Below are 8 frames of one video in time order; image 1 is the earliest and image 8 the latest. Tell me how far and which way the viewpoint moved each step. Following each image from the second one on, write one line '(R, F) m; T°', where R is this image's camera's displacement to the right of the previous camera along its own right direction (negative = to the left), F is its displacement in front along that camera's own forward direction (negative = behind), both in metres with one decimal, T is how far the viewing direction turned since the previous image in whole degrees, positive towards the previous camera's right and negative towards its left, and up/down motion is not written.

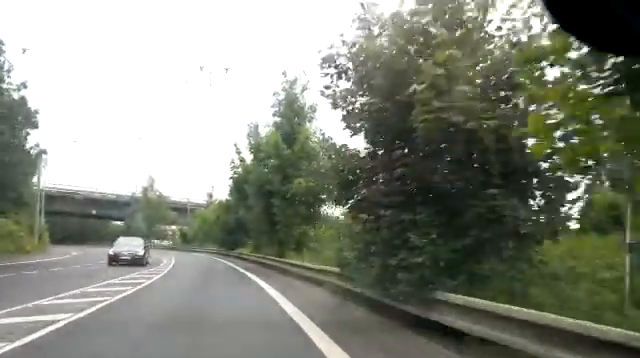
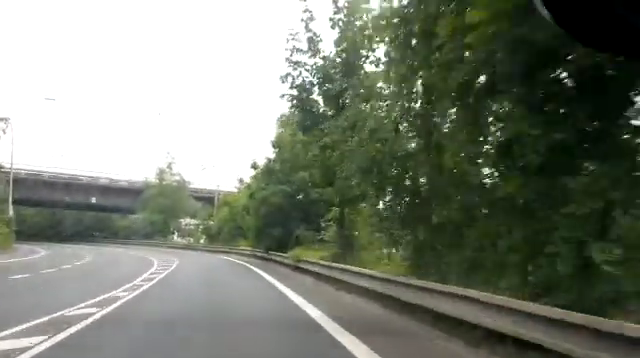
(-0.5, +18.7) m; -5°
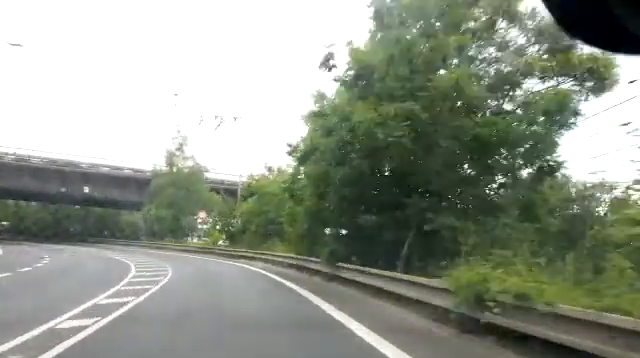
(-0.6, +12.7) m; -6°
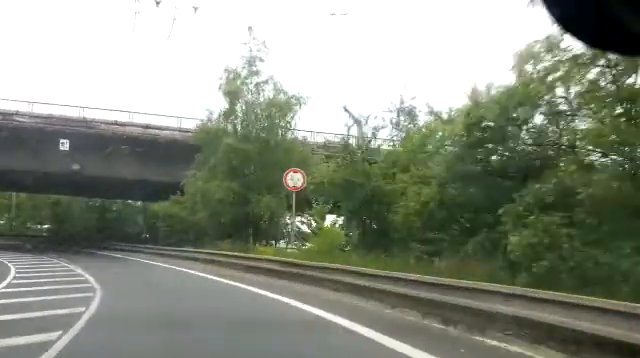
(-1.7, +24.8) m; -4°
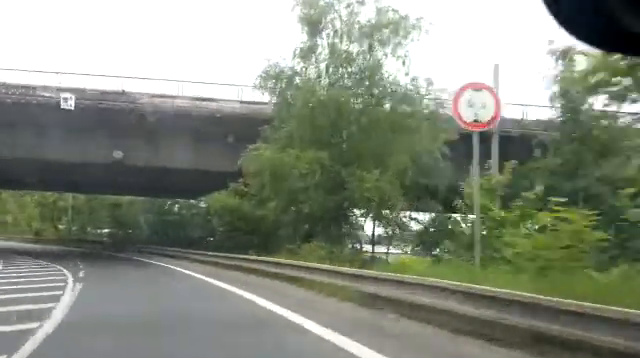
(0.0, +8.6) m; -4°
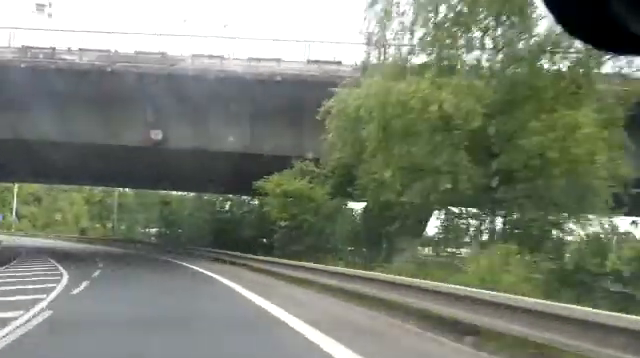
(+0.3, +6.4) m; -3°
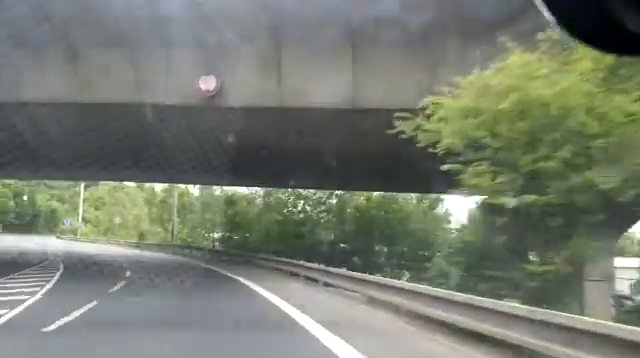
(-1.0, +9.0) m; -6°
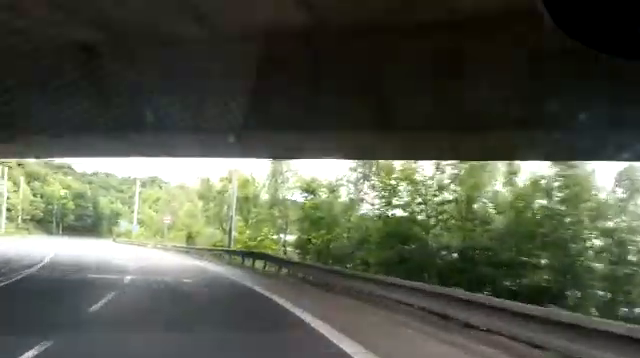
(-0.9, +13.4) m; -9°
